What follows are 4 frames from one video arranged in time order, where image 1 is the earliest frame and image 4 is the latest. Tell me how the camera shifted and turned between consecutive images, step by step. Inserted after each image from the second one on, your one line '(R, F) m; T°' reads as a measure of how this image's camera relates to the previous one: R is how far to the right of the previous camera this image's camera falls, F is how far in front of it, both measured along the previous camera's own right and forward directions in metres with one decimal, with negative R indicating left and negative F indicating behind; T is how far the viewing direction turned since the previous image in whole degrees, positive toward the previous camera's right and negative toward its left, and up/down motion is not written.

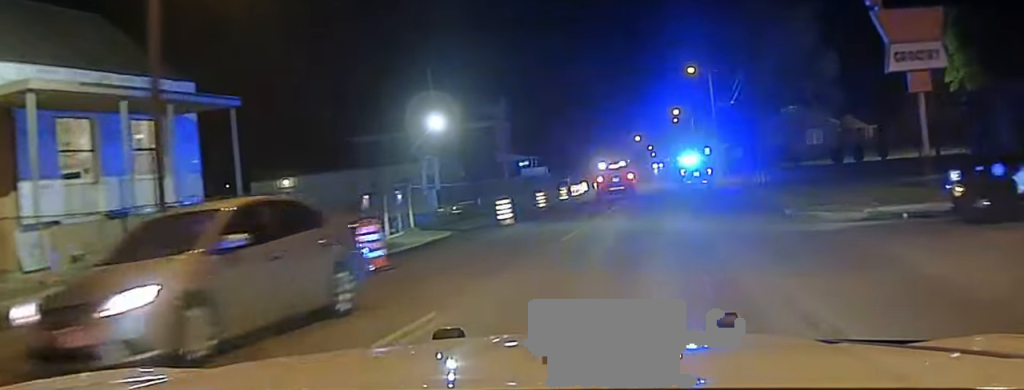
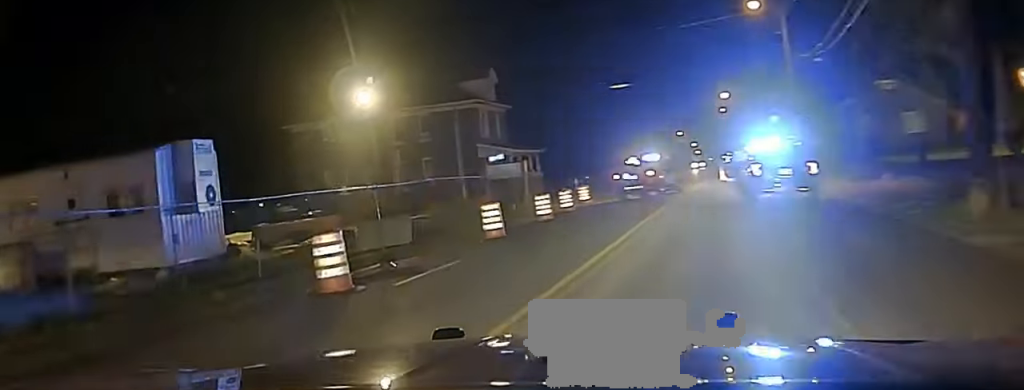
(-0.2, +29.6) m; 0°
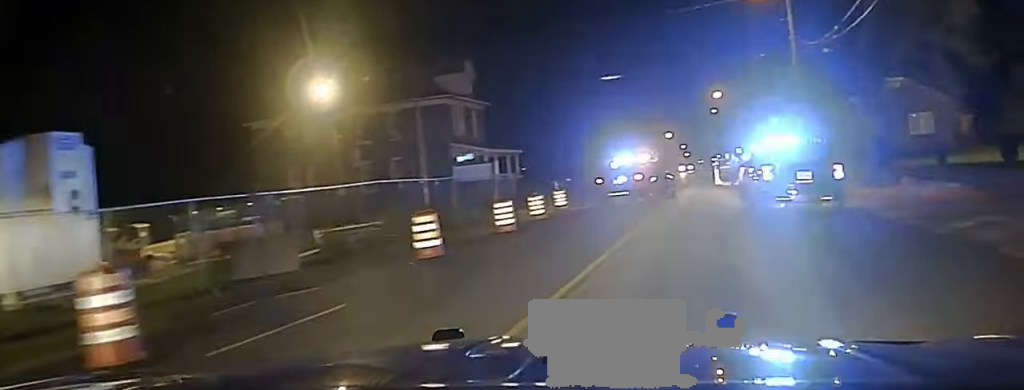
(0.0, +5.6) m; 0°
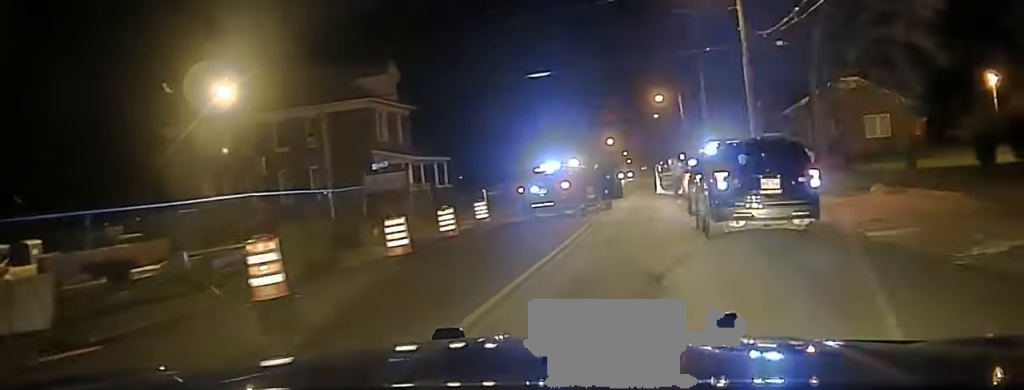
(0.0, +5.2) m; -1°
